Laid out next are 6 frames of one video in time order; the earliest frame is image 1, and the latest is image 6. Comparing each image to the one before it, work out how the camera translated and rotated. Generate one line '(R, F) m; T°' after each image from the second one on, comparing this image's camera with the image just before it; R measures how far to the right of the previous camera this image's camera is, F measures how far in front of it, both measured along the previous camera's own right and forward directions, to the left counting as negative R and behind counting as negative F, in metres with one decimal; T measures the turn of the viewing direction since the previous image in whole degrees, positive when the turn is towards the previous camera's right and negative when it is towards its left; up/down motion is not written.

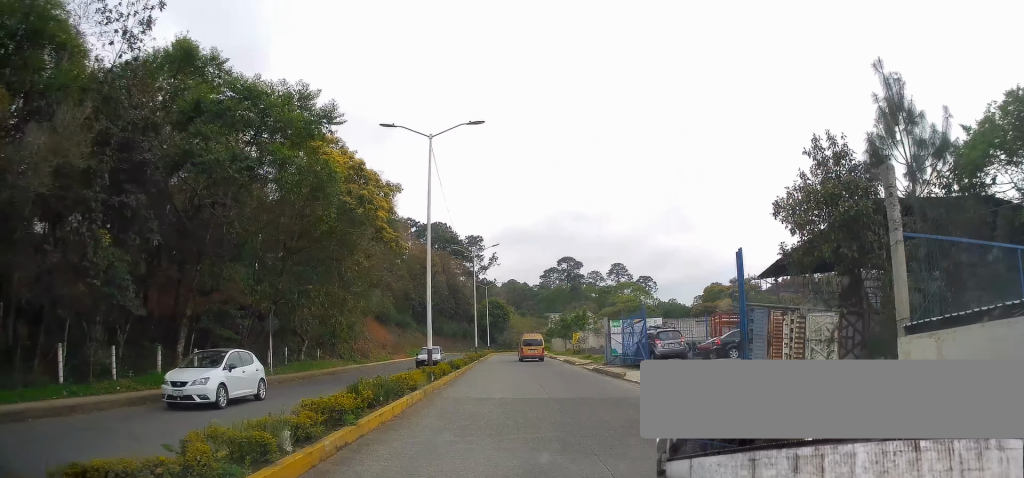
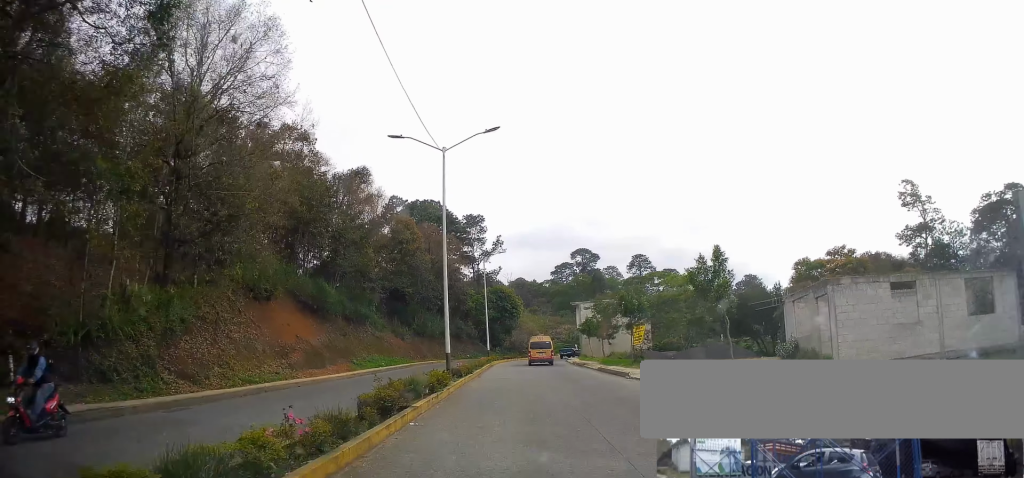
(-2.5, +28.1) m; -5°
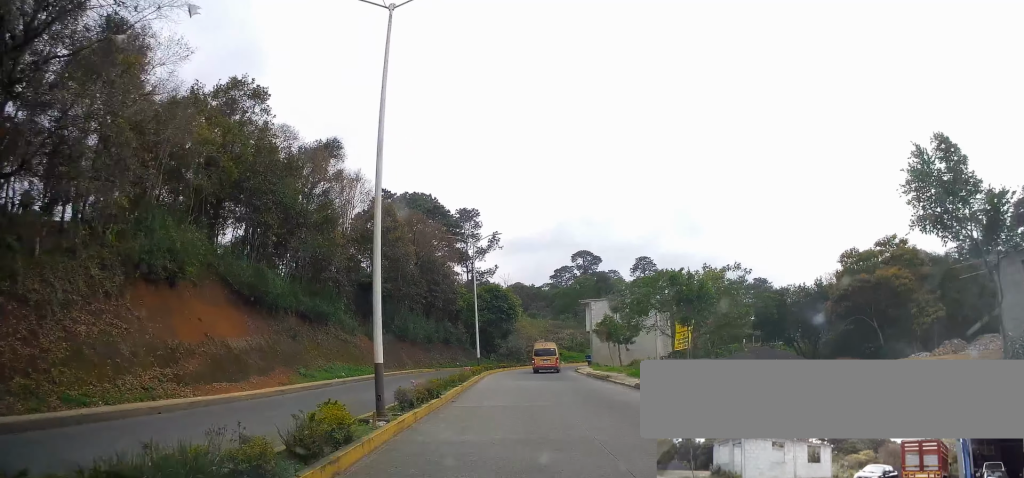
(+0.1, +11.0) m; +1°
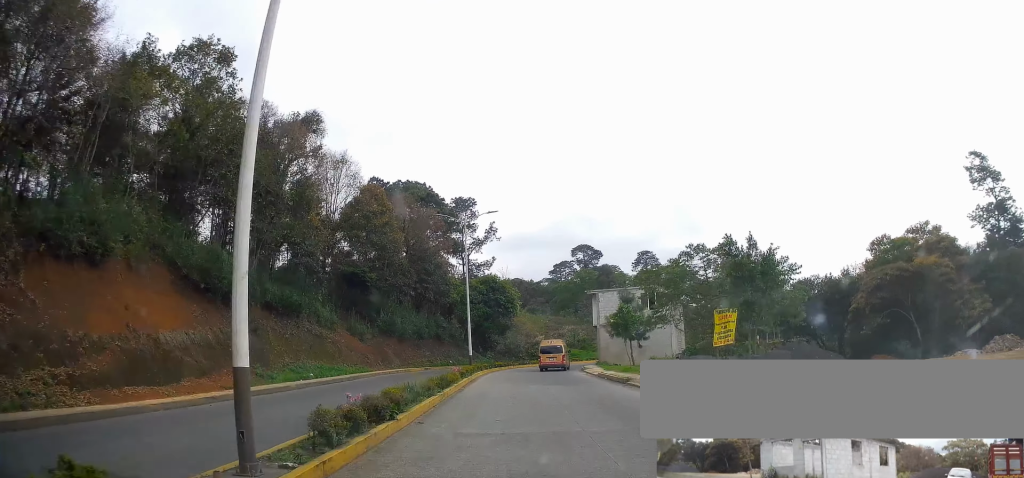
(0.0, +5.5) m; 0°
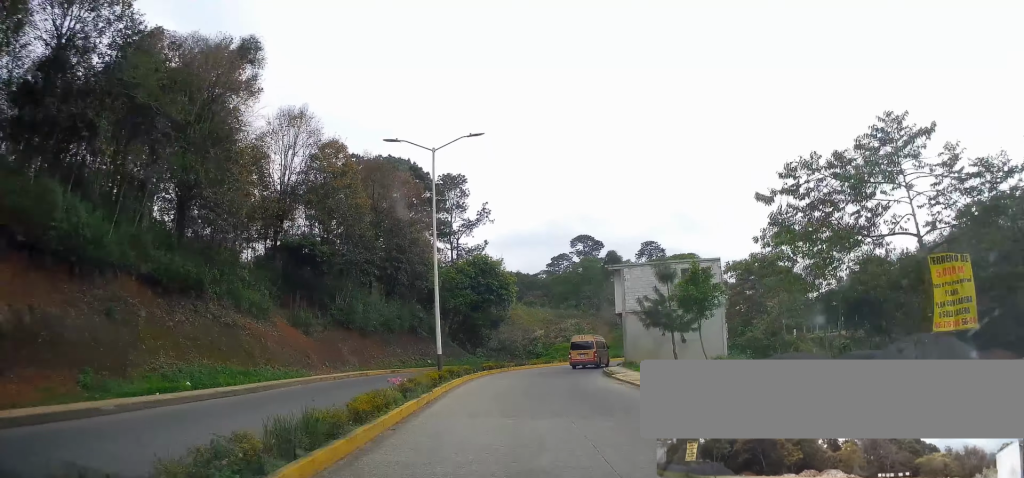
(+0.1, +12.3) m; 0°
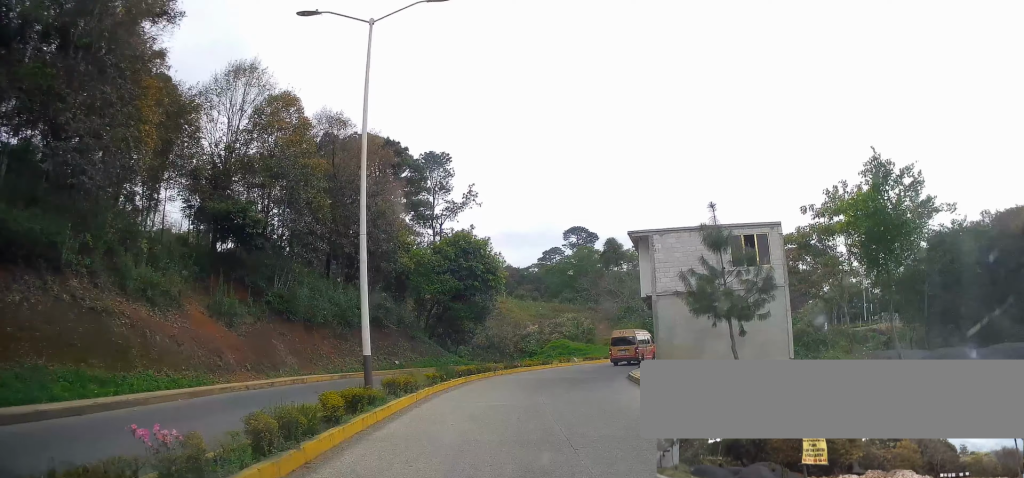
(0.0, +10.4) m; +2°
